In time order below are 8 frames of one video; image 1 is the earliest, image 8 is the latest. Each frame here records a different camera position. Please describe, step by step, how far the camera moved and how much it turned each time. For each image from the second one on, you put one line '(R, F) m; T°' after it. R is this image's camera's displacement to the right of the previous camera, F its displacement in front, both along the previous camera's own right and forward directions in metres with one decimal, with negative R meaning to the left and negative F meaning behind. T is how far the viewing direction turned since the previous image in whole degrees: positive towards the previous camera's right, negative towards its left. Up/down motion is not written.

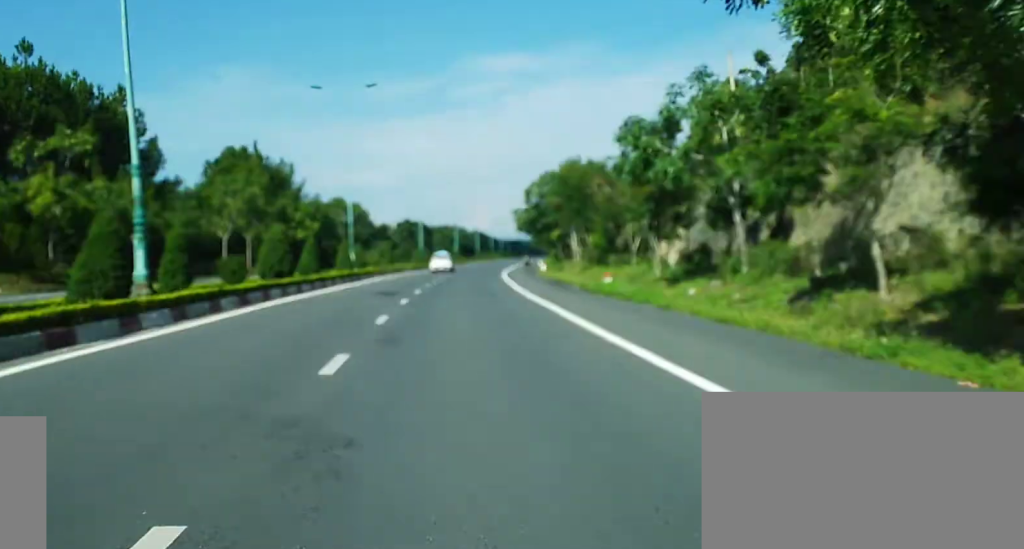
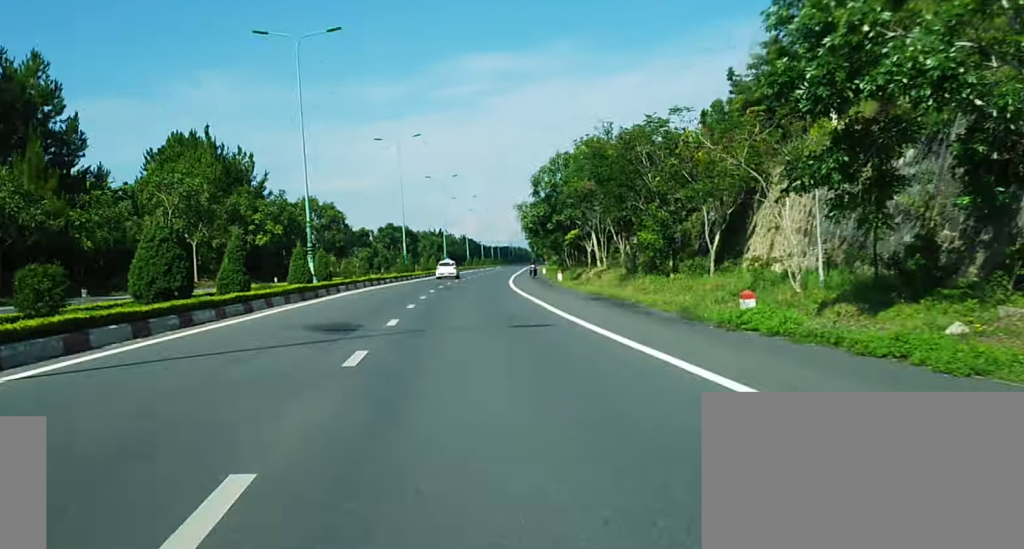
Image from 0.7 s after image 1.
(0.0, +15.2) m; 0°
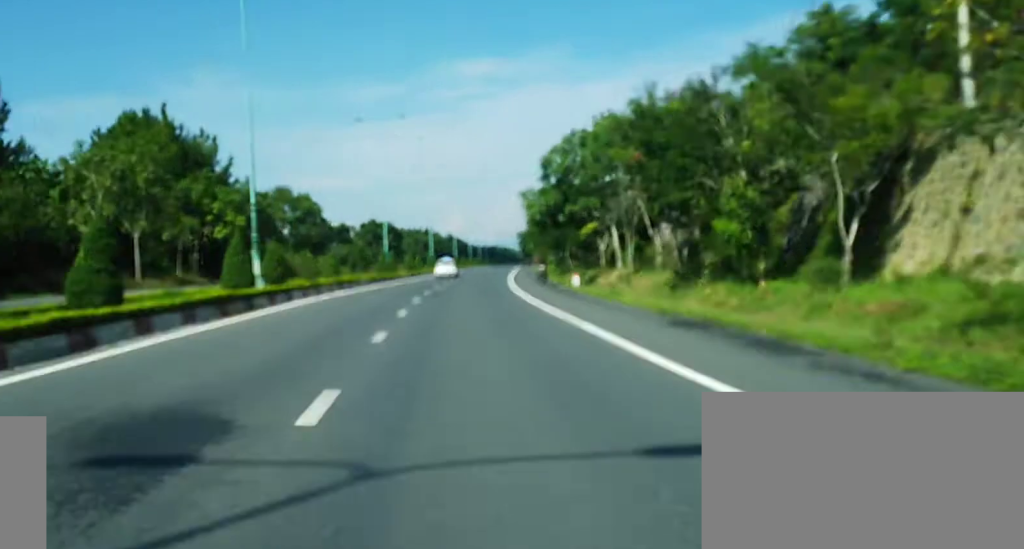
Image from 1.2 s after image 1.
(0.0, +12.1) m; +1°
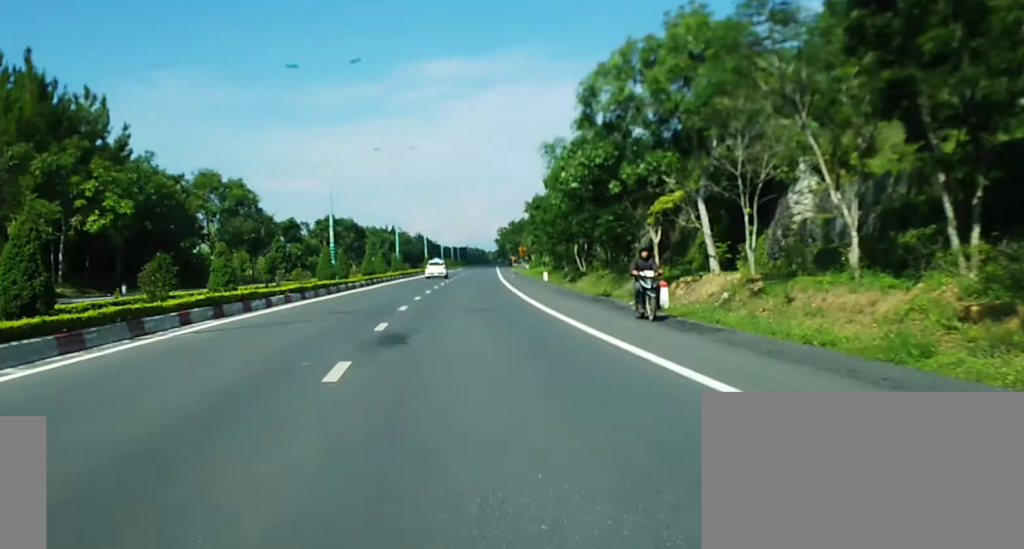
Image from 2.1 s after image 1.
(+0.3, +21.3) m; +2°
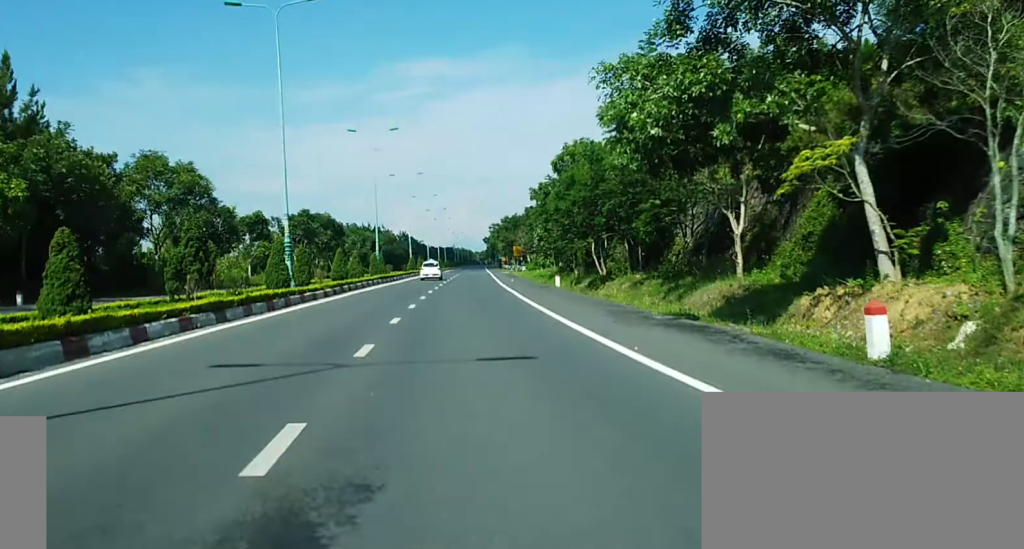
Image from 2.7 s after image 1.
(+0.1, +12.2) m; +1°
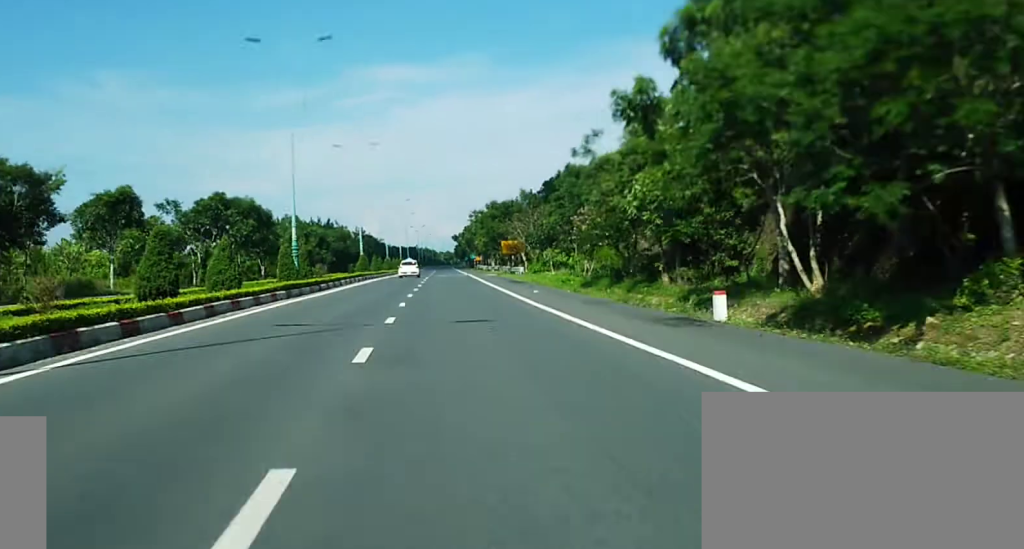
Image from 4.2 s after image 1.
(+0.6, +33.8) m; +2°
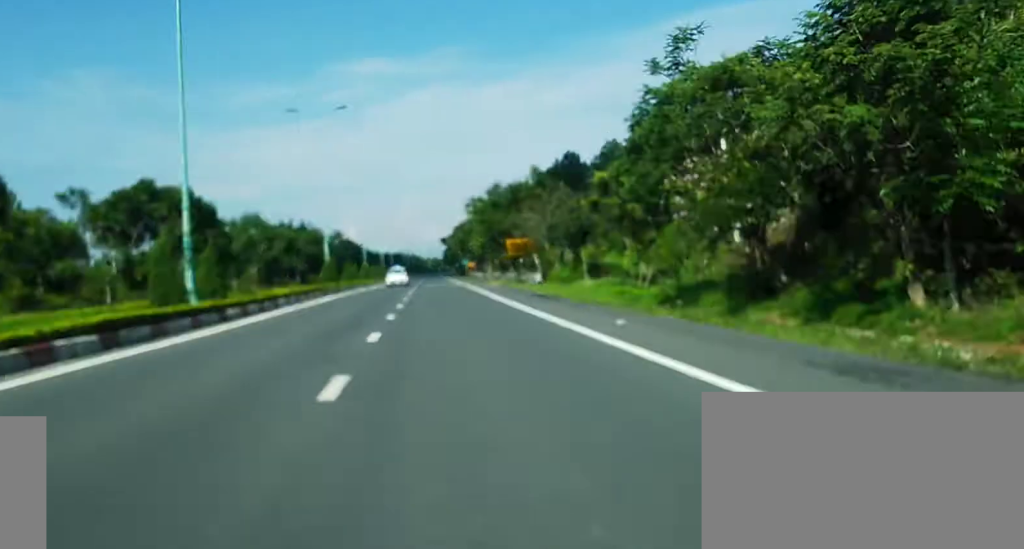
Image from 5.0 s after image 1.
(+0.2, +18.6) m; +1°
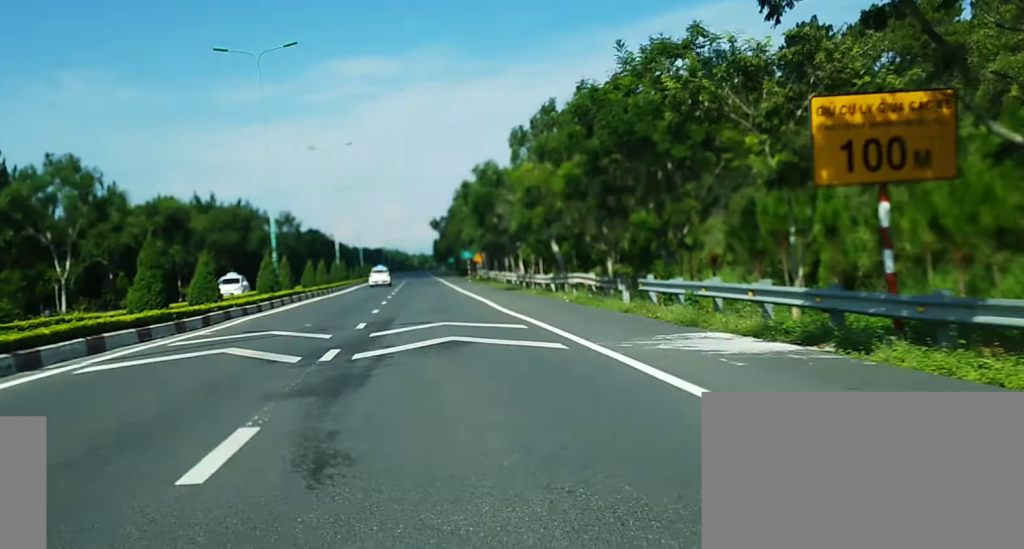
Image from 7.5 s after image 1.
(+0.5, +59.2) m; +1°
